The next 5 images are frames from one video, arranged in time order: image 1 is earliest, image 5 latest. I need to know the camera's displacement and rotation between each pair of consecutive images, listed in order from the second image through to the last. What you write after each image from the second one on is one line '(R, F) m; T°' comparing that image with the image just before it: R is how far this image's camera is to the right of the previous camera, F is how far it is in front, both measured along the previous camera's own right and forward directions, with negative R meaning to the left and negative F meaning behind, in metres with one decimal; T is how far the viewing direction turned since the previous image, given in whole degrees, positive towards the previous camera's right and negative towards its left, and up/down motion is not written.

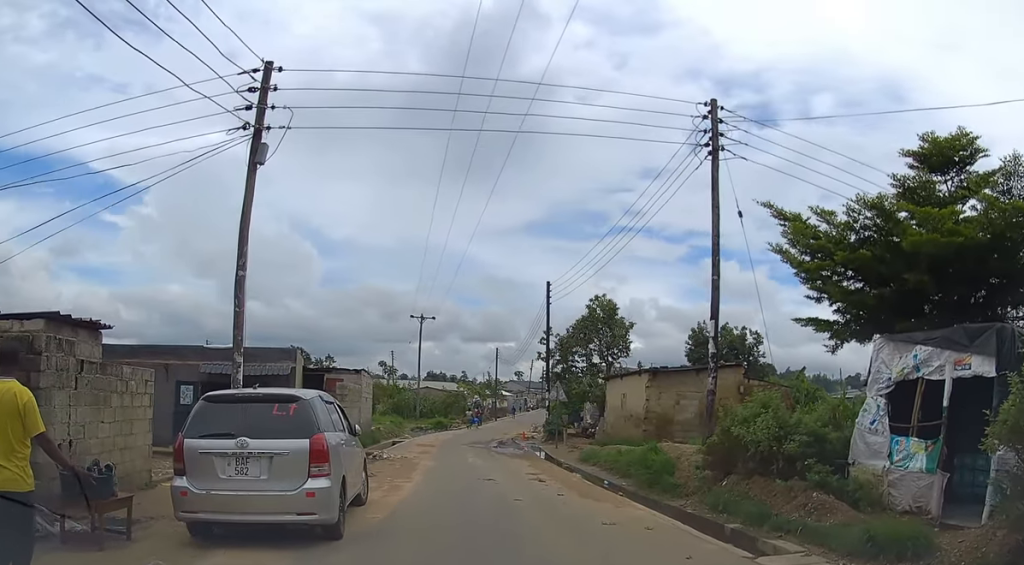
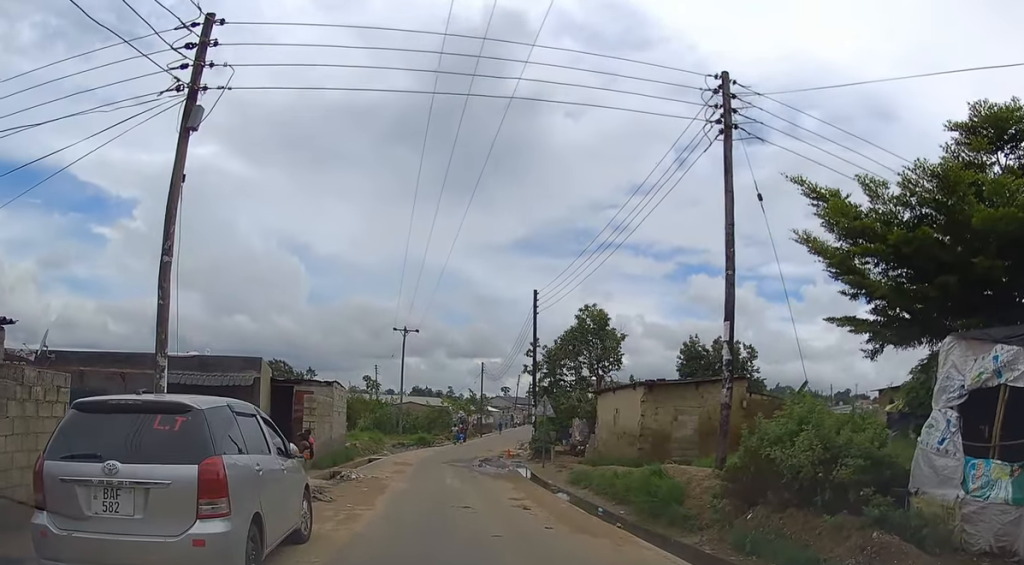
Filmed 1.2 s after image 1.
(+0.1, +2.2) m; +1°
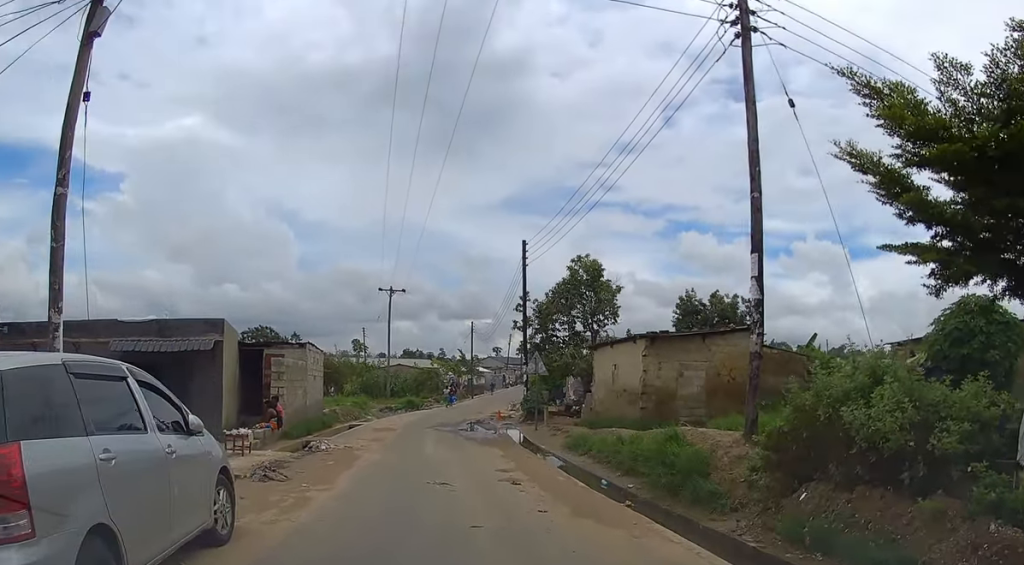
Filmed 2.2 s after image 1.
(-0.1, +1.9) m; -7°
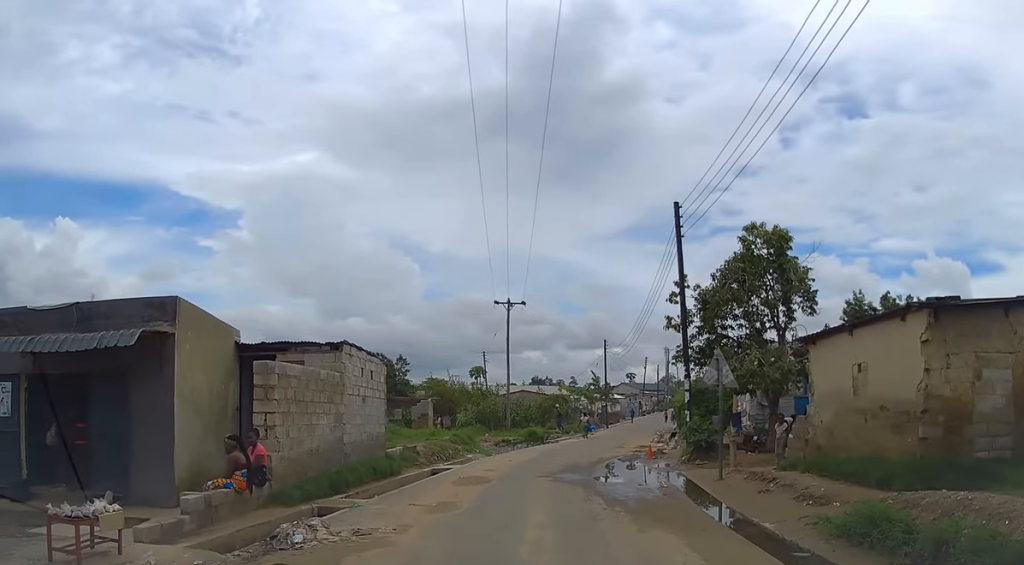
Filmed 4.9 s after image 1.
(-0.4, +8.3) m; -4°
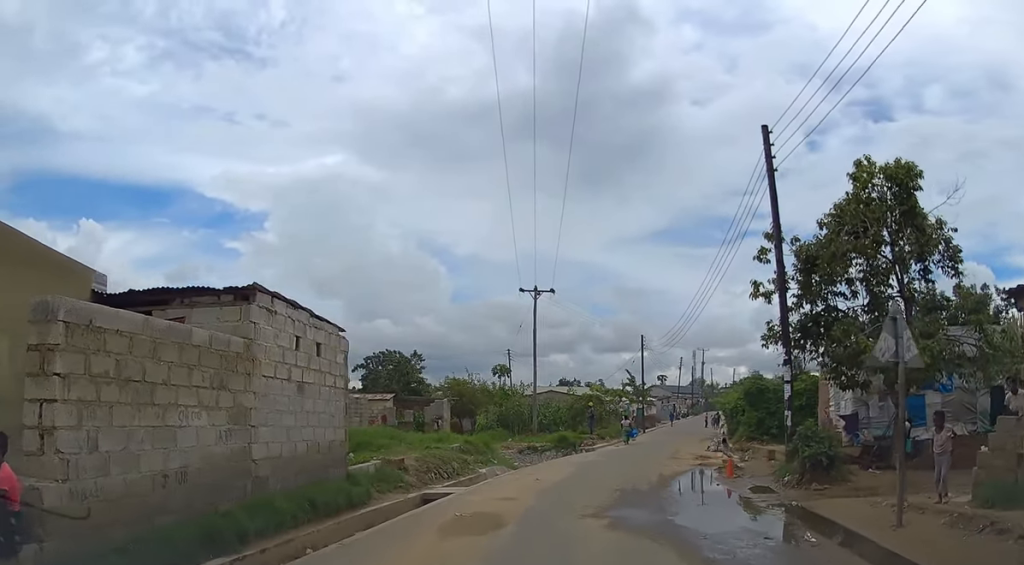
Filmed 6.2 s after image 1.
(-0.2, +6.1) m; -1°
